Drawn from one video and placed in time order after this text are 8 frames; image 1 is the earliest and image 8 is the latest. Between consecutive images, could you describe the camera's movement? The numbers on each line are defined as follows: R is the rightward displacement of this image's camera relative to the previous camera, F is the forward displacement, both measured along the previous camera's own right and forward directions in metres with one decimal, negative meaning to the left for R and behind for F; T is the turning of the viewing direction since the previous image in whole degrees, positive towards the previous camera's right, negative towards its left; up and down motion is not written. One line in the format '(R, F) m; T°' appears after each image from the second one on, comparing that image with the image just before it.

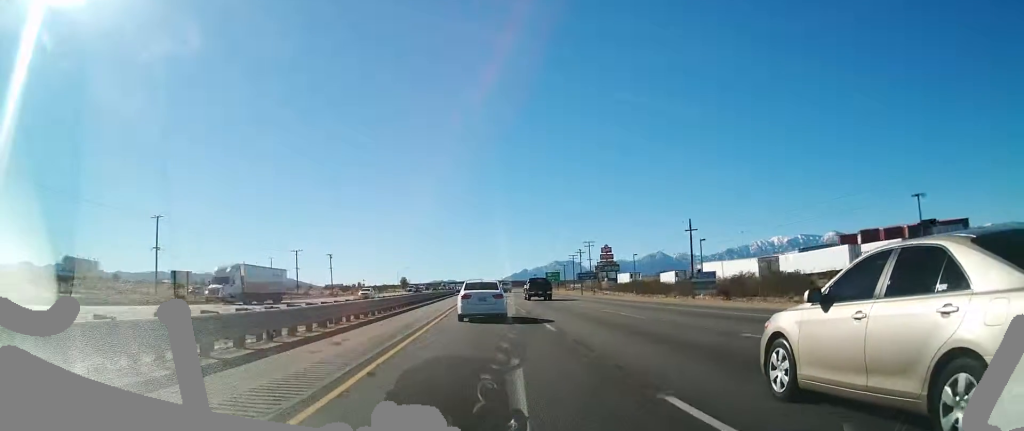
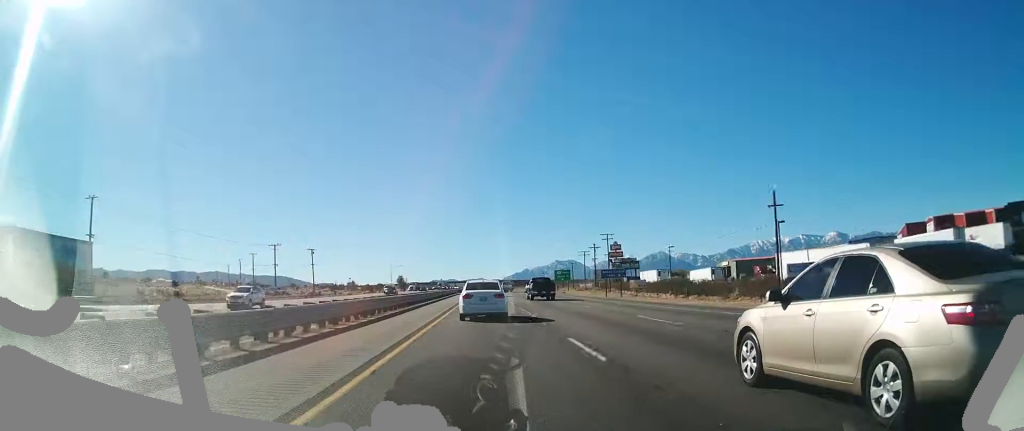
(-0.1, +21.1) m; 0°
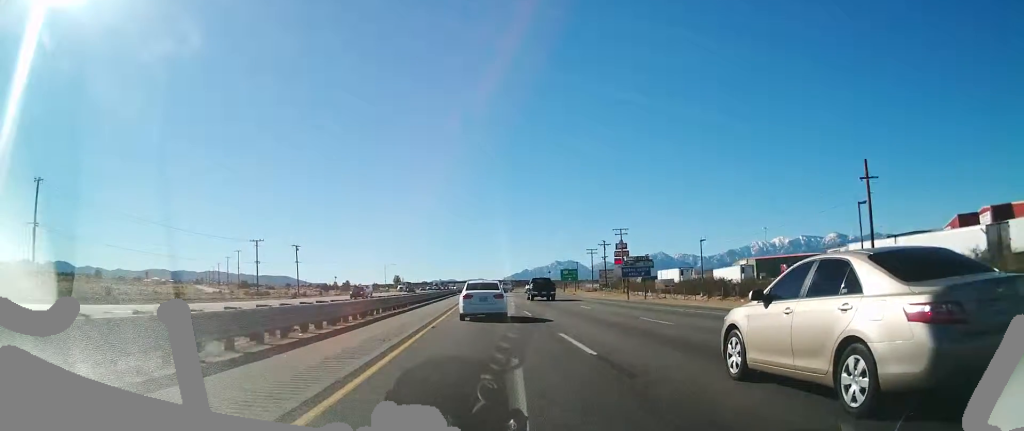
(-0.1, +13.5) m; 0°
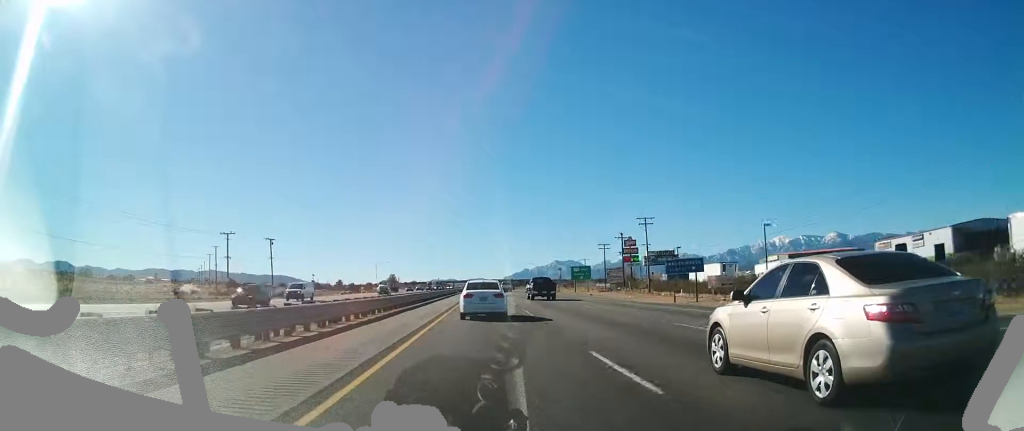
(0.0, +18.5) m; 0°
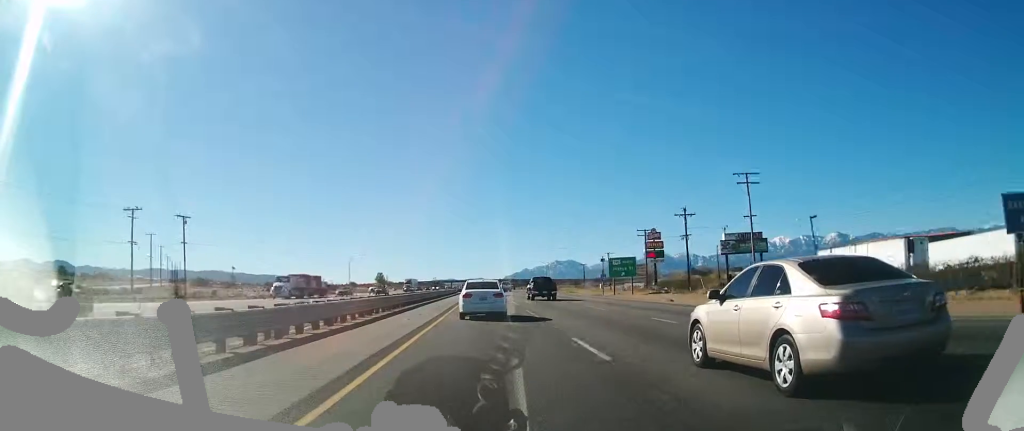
(+0.4, +40.5) m; -1°
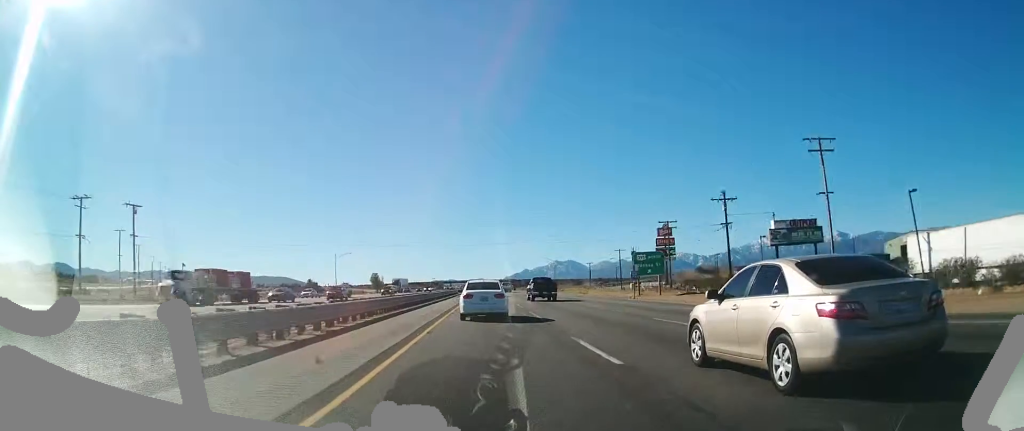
(-0.4, +15.1) m; 0°
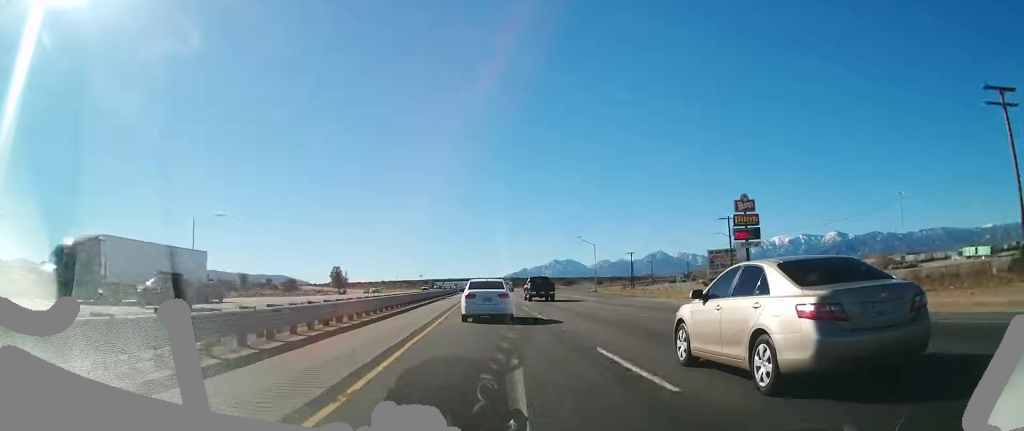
(+0.5, +75.3) m; +1°
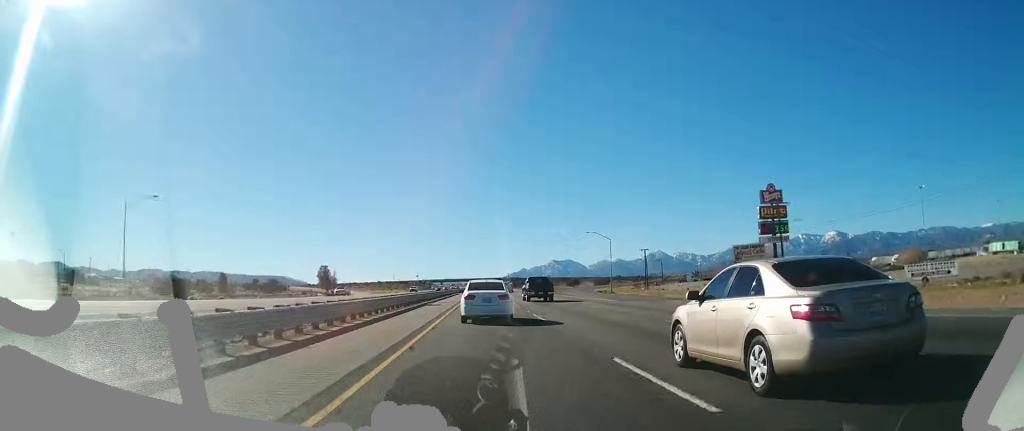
(0.0, +16.3) m; 0°
